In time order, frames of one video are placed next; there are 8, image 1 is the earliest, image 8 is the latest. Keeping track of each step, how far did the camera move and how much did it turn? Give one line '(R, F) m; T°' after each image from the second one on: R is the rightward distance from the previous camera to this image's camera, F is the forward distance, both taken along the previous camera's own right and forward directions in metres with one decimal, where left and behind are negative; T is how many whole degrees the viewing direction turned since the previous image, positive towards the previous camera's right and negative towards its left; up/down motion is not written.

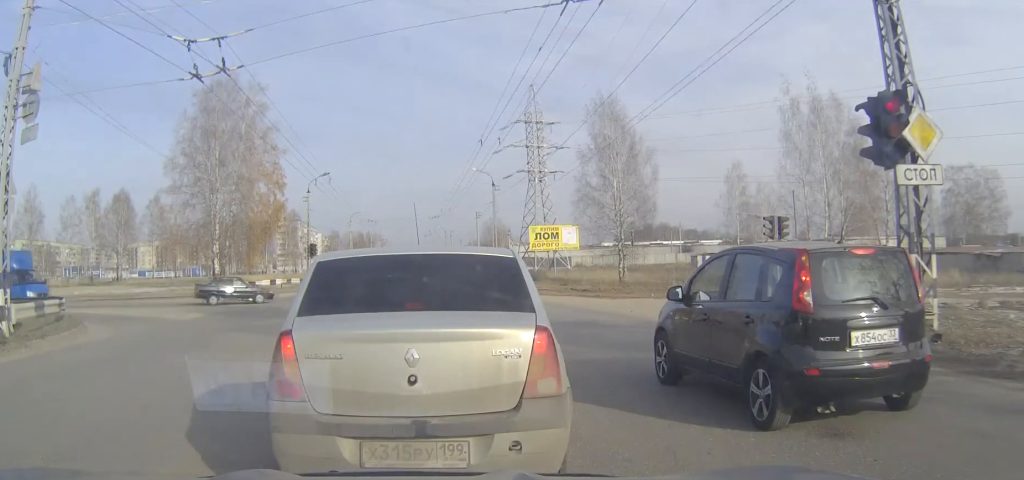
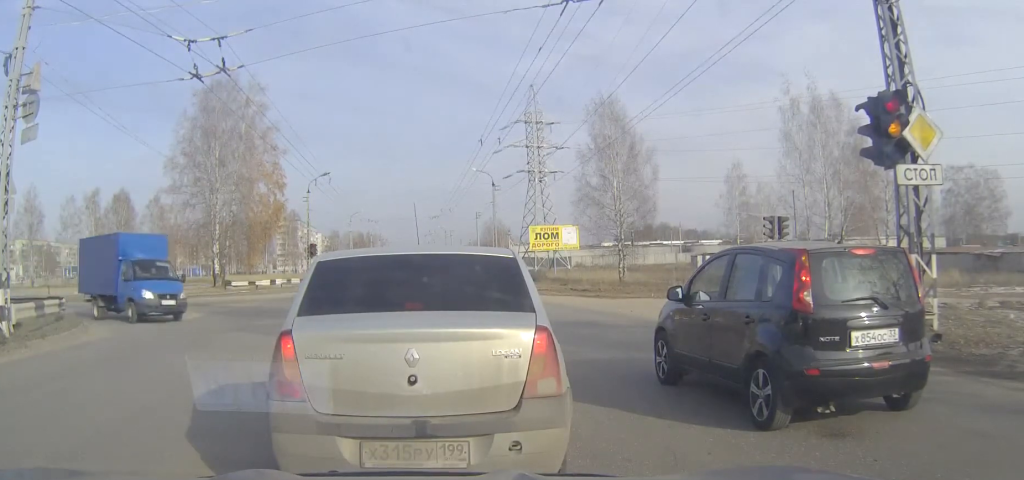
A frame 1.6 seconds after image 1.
(0.0, 0.0) m; 0°
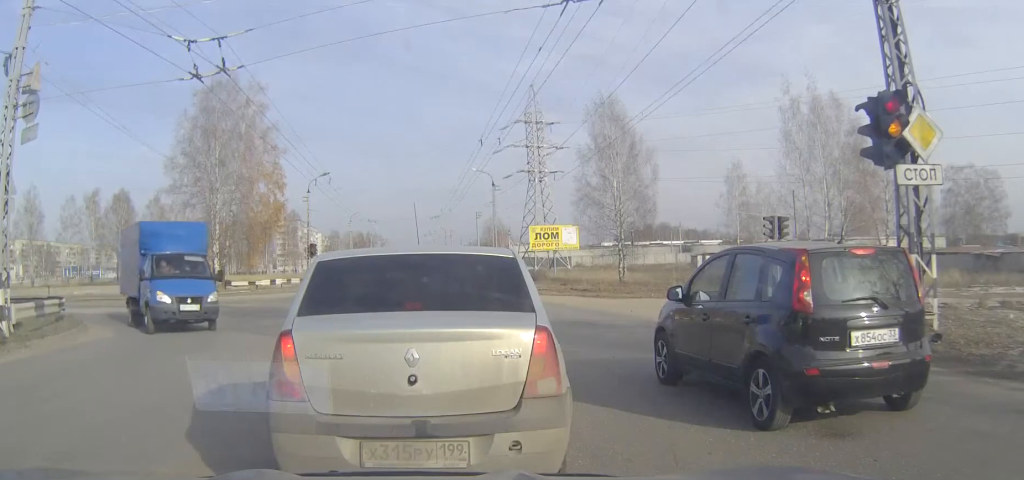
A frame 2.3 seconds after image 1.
(0.0, 0.0) m; 0°
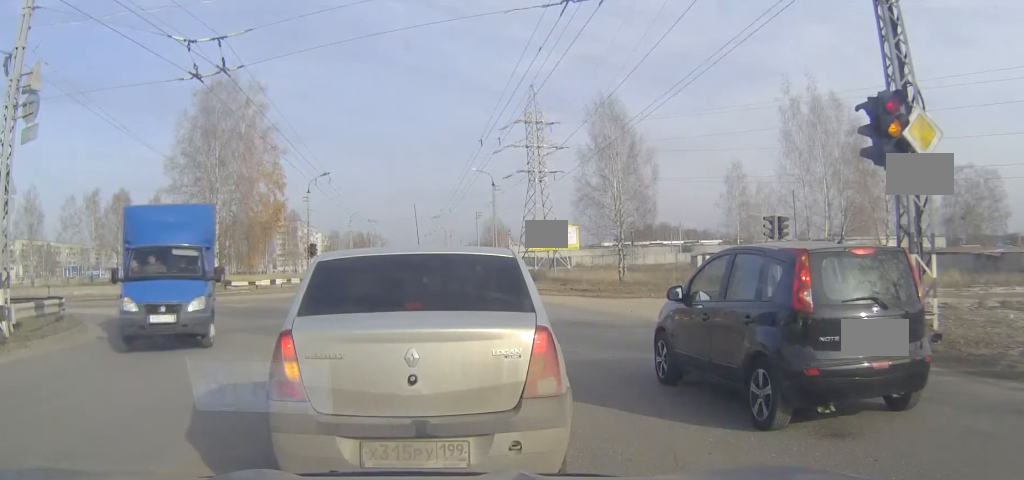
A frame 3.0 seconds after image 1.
(0.0, 0.0) m; 0°
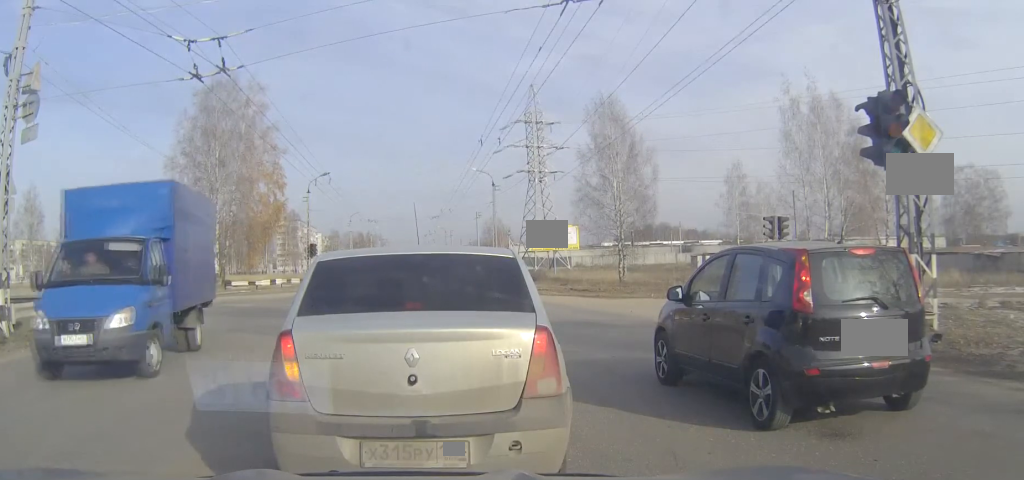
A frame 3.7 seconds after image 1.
(0.0, 0.0) m; 0°
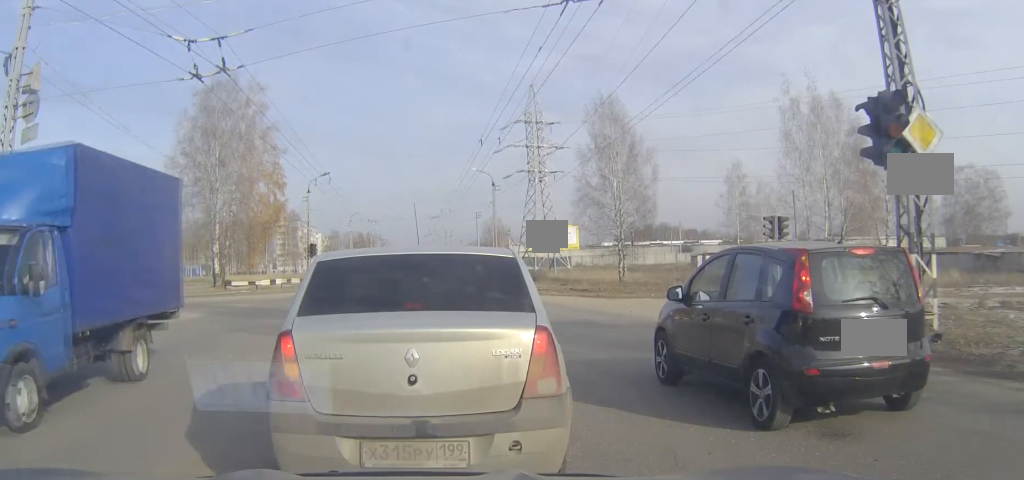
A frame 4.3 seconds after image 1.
(0.0, 0.0) m; 0°
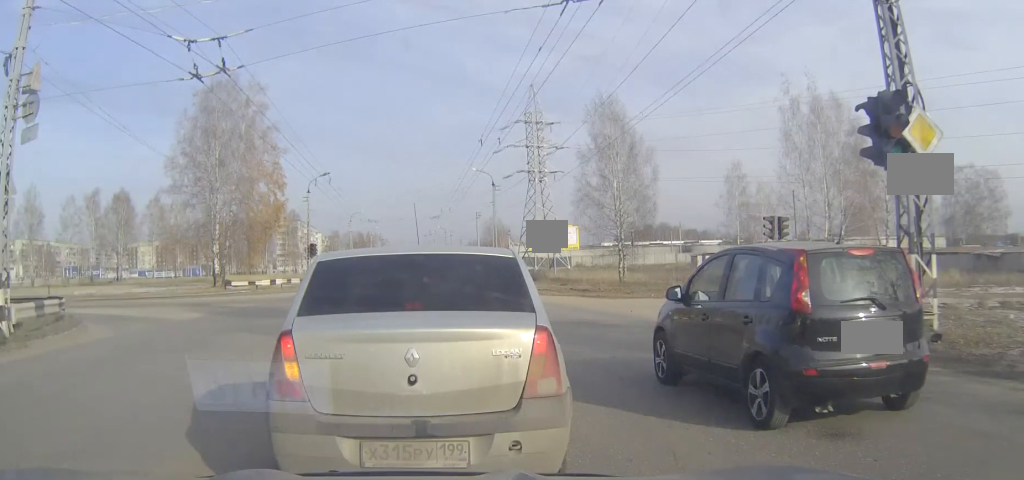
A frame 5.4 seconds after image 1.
(0.0, 0.0) m; 0°
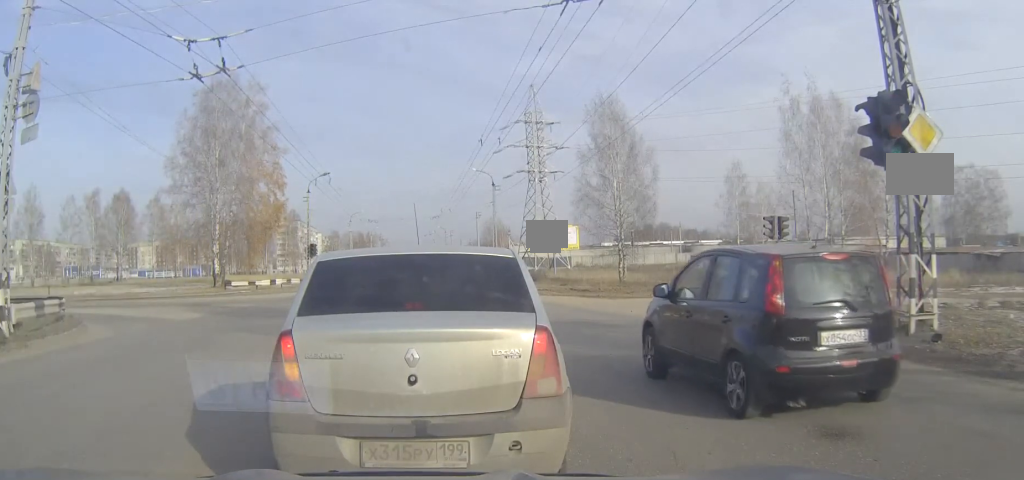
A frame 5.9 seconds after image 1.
(0.0, 0.0) m; 0°
